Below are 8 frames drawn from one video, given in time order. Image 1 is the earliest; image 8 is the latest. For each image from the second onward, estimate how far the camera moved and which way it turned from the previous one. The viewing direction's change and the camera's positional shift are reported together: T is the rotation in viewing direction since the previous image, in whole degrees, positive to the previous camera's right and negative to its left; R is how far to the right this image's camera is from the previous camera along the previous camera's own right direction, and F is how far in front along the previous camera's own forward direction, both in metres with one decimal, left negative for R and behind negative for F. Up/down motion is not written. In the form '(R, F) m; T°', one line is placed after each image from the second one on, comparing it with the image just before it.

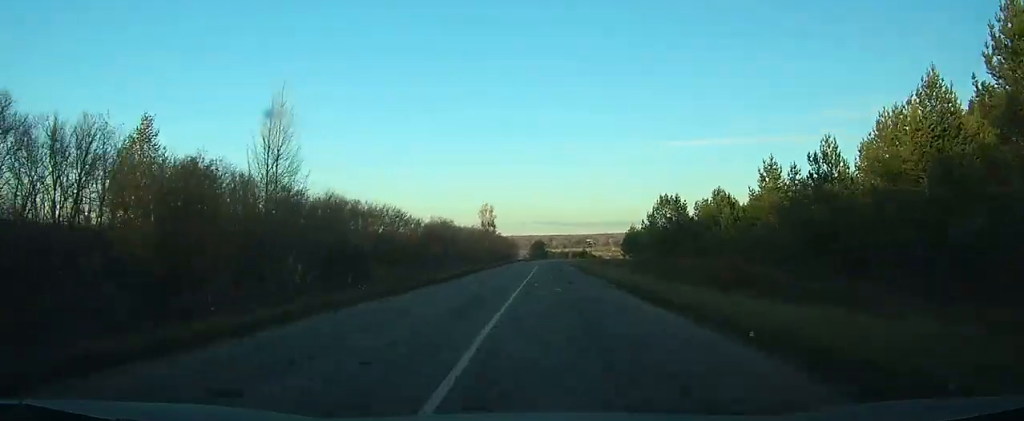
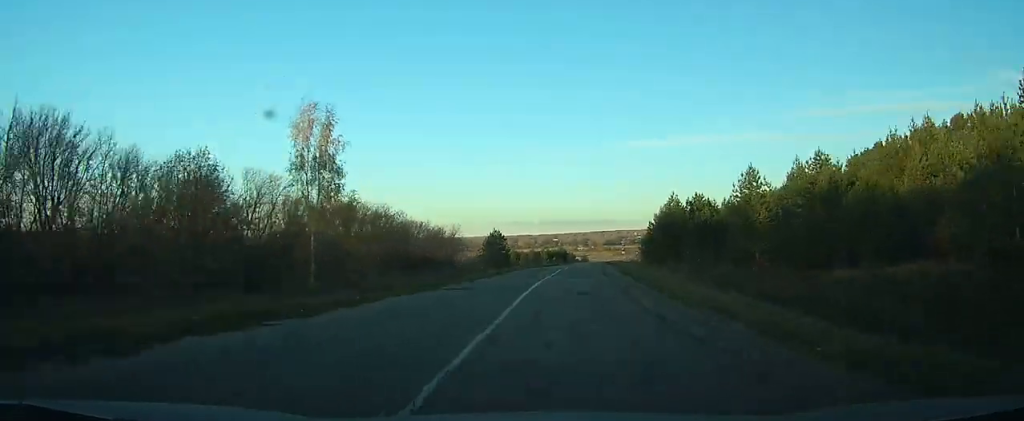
(+39.2, +99.9) m; +14°
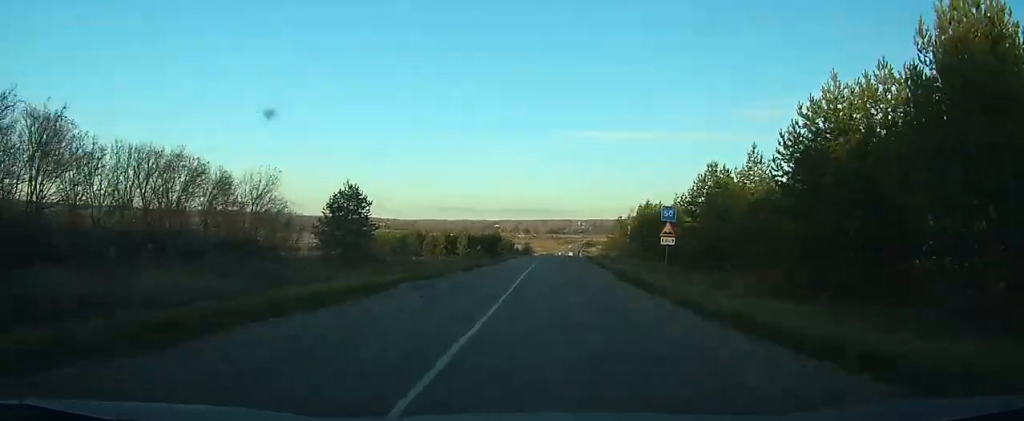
(-13.3, +75.4) m; -12°
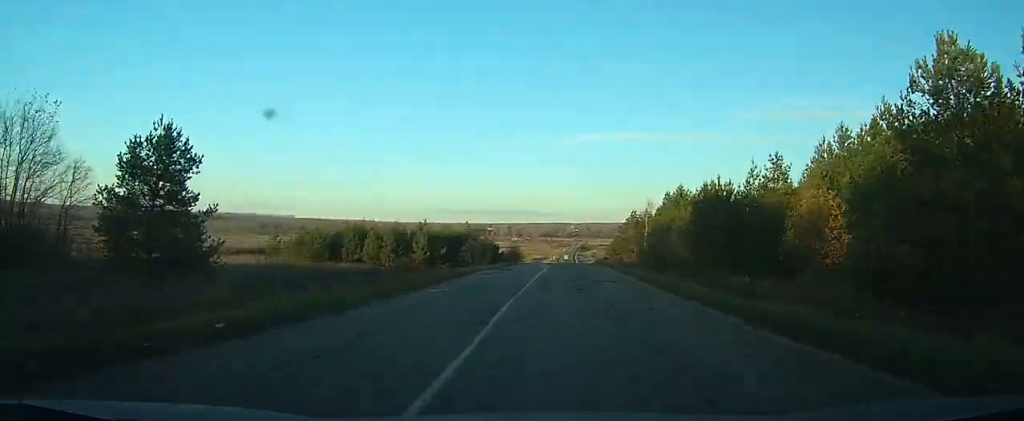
(+0.6, +32.1) m; +2°
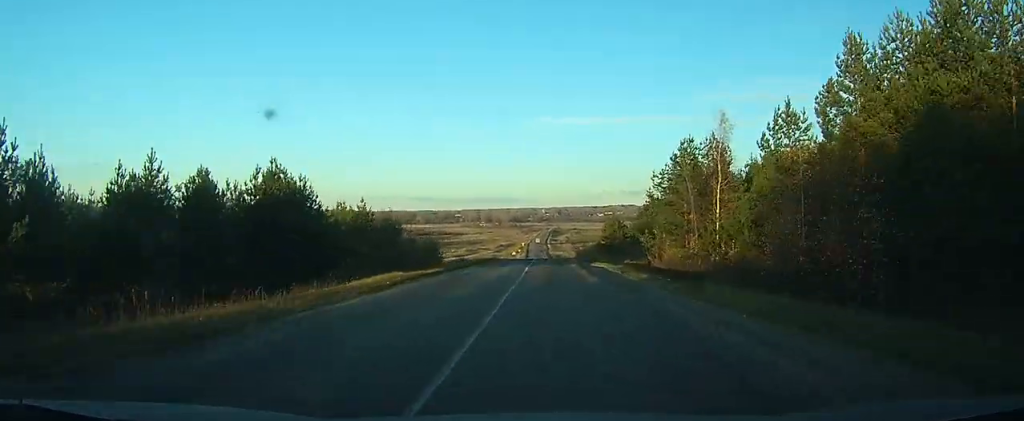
(+1.1, +64.4) m; +1°
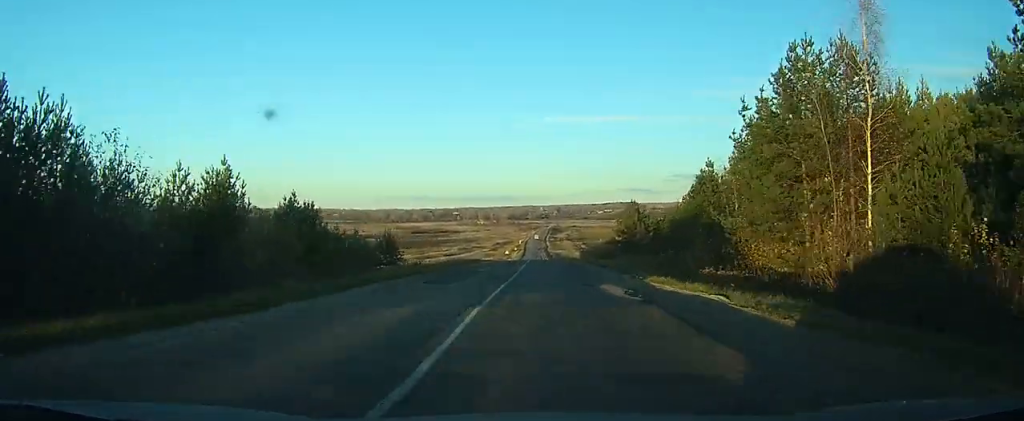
(+0.1, +24.2) m; 0°
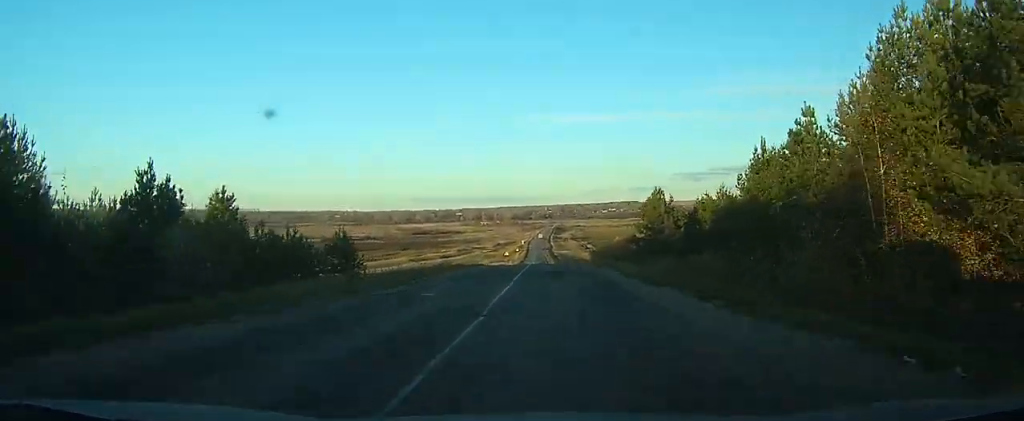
(0.0, +16.1) m; 0°
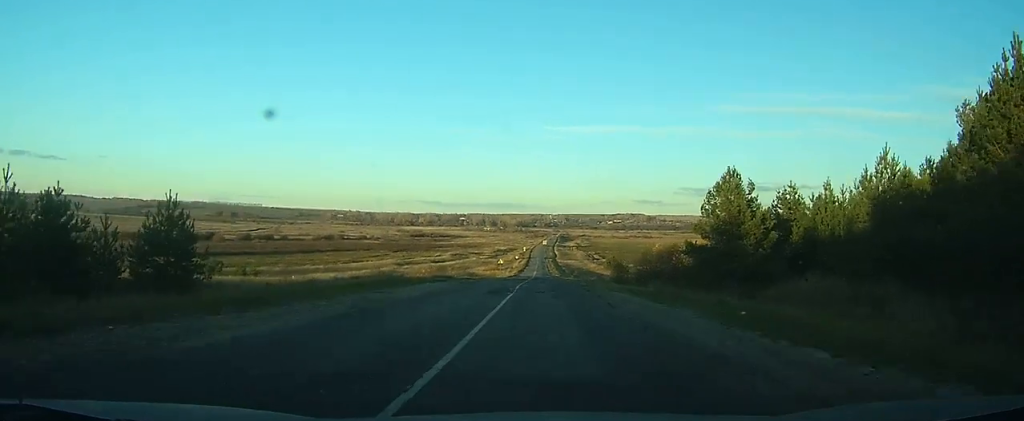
(0.0, +25.6) m; 0°
